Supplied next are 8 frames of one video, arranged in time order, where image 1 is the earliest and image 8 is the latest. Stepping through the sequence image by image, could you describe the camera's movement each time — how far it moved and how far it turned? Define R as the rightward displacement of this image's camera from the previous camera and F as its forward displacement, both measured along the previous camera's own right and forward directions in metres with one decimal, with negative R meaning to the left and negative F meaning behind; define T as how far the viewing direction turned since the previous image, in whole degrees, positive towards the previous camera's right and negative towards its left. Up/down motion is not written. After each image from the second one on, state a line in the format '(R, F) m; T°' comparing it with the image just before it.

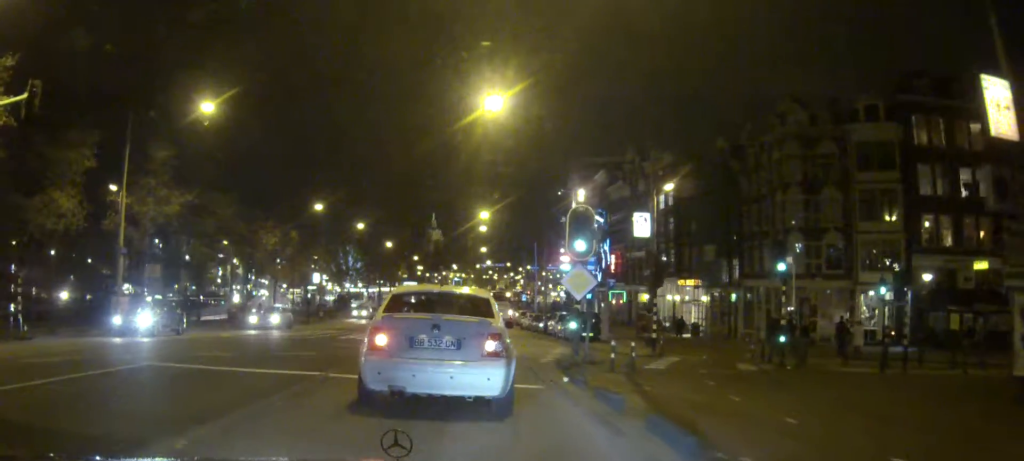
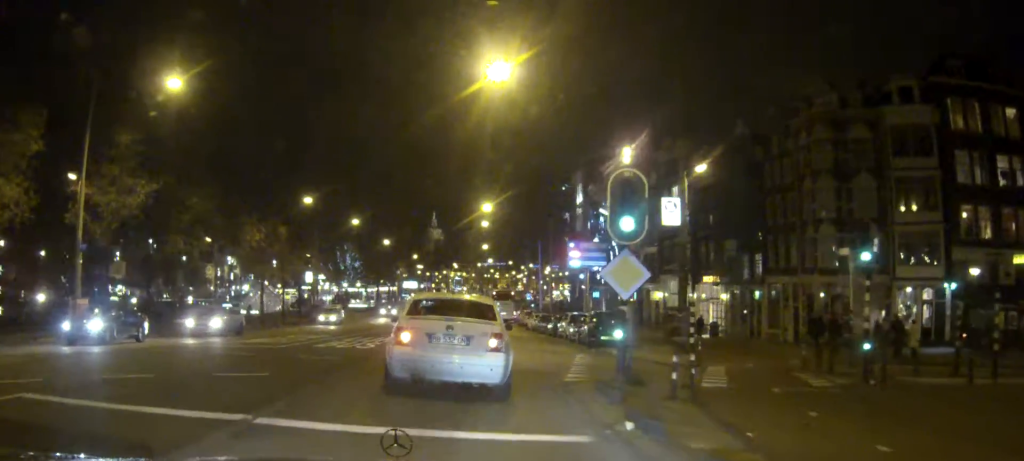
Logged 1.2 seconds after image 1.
(0.0, +5.4) m; 0°
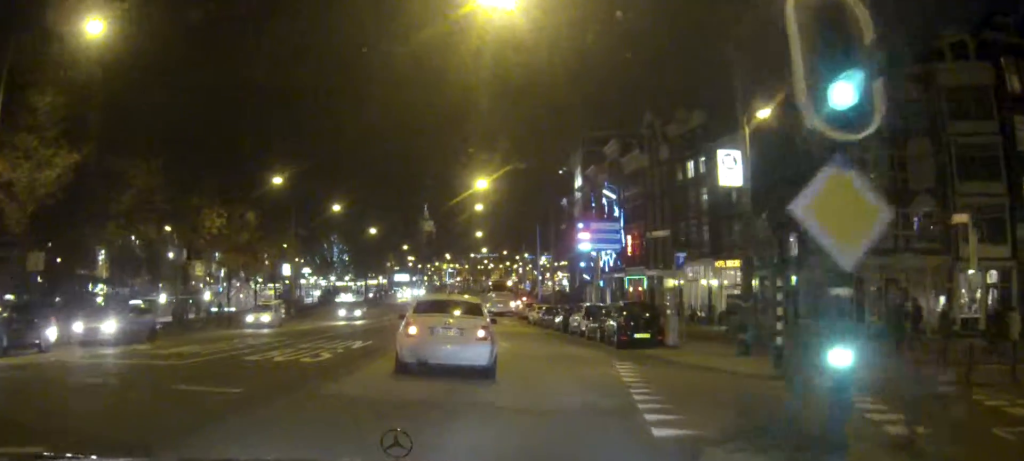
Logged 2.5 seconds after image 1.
(0.0, +7.8) m; 0°
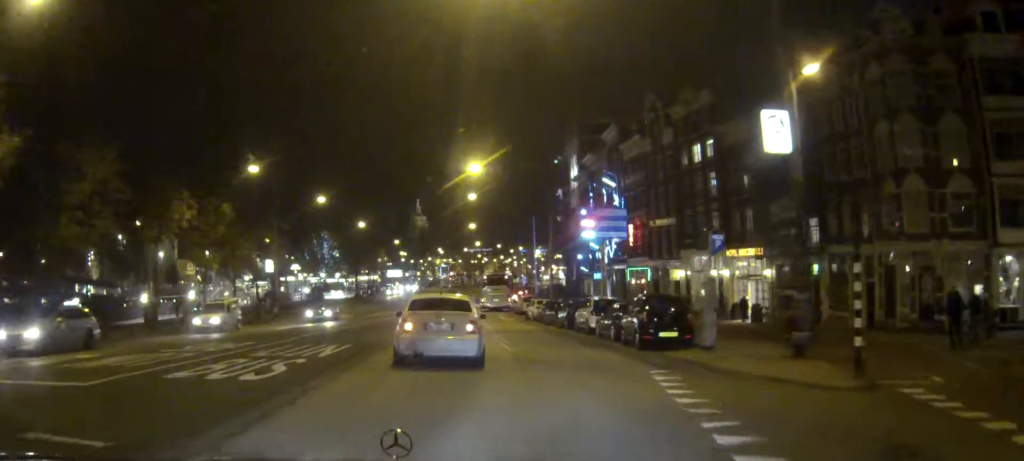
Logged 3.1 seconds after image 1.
(0.0, +4.3) m; 0°
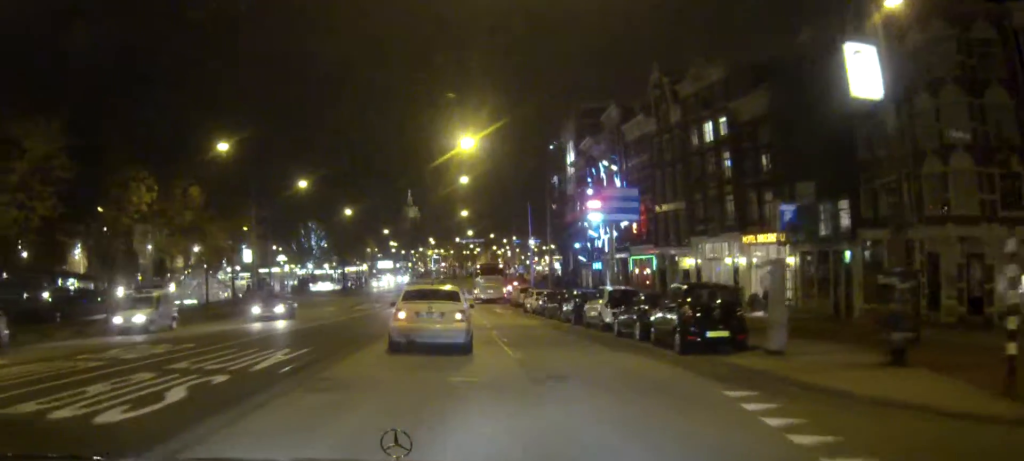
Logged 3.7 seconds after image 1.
(0.0, +4.8) m; 0°
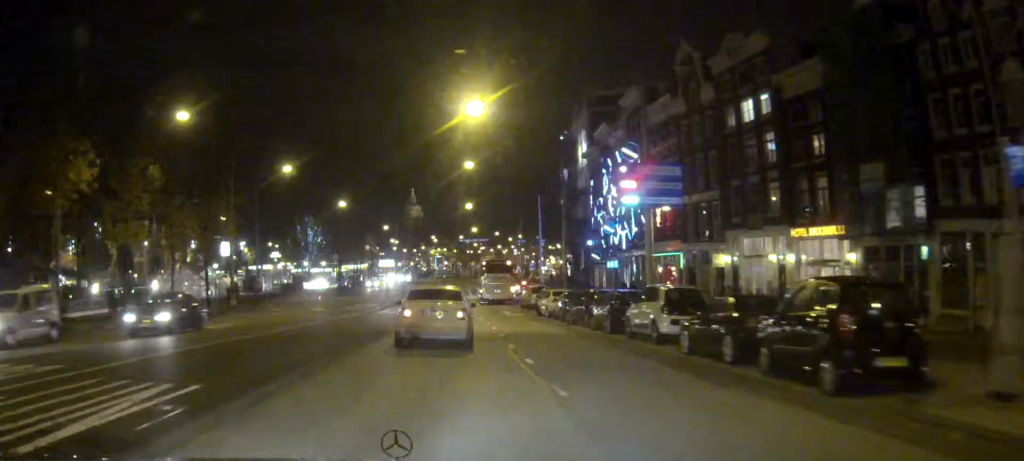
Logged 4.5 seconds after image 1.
(0.0, +7.2) m; +1°
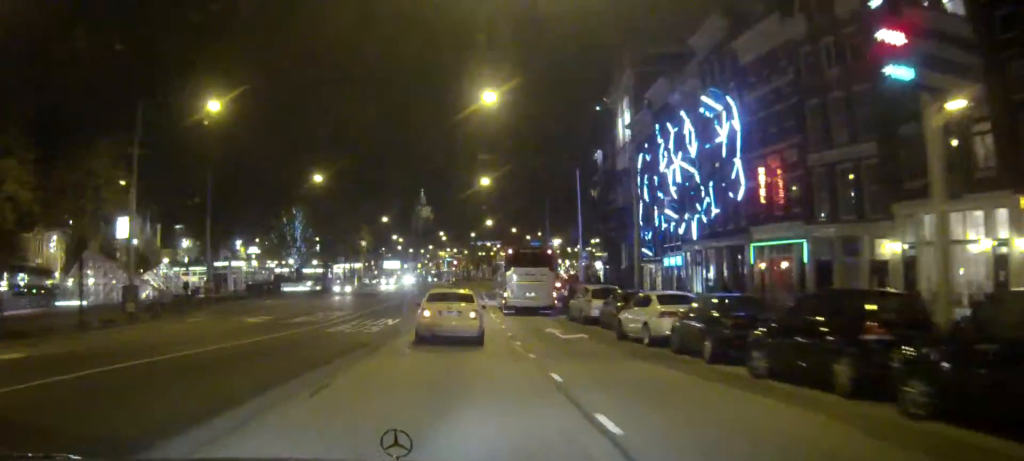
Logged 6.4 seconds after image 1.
(+0.2, +20.3) m; +1°
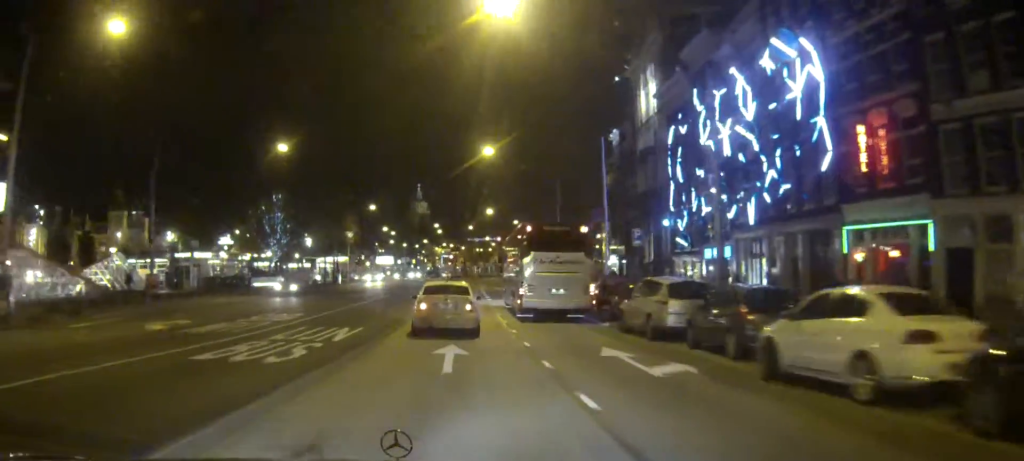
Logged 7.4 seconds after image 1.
(0.0, +11.5) m; -1°
